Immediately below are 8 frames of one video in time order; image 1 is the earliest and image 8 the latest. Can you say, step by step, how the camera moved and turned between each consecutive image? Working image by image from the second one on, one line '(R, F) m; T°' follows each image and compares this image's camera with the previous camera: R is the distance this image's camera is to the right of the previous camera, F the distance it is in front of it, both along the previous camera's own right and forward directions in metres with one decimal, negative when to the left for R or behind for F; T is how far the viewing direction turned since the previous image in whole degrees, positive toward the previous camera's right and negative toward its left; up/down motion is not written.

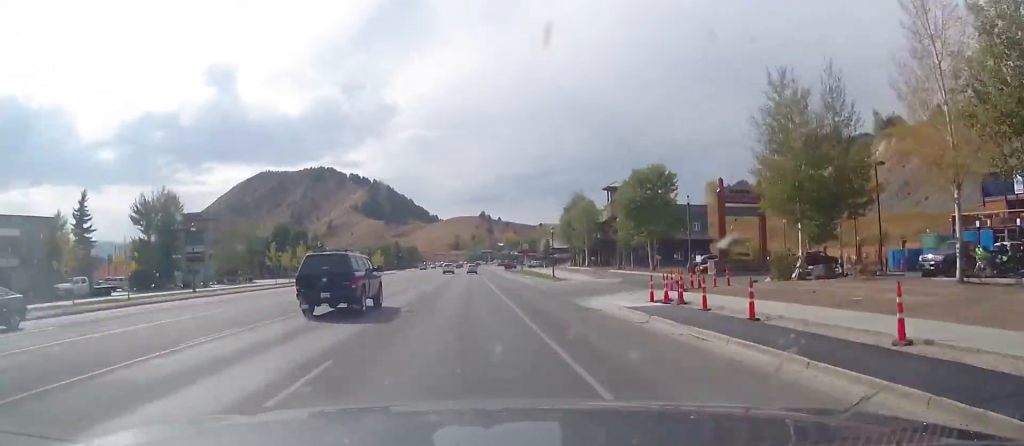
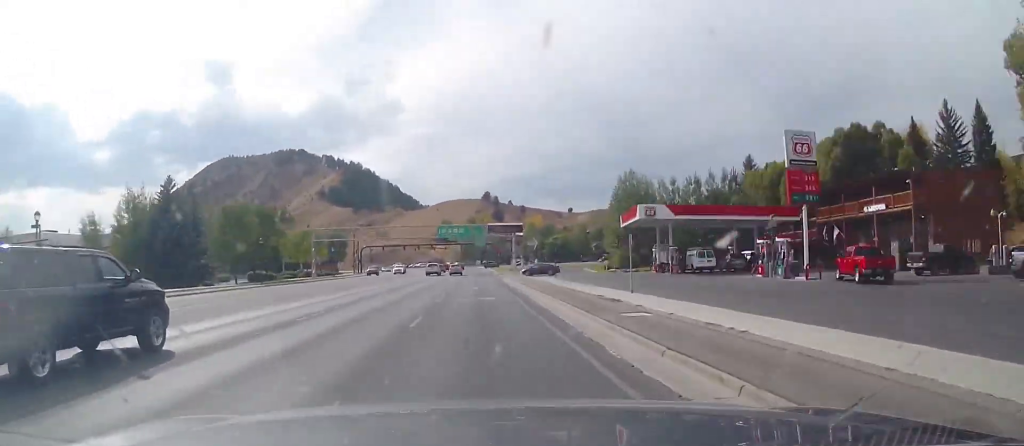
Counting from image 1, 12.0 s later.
(-0.3, +176.8) m; 0°
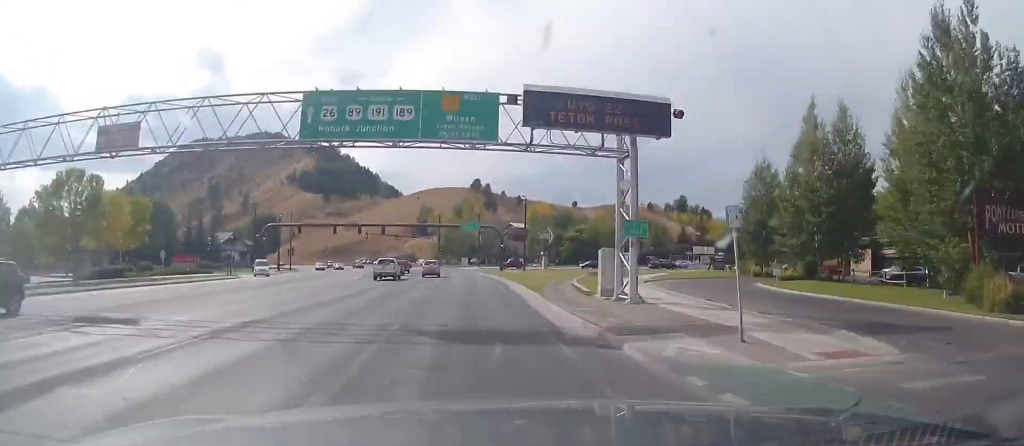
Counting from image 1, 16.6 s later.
(+0.2, +56.8) m; +12°
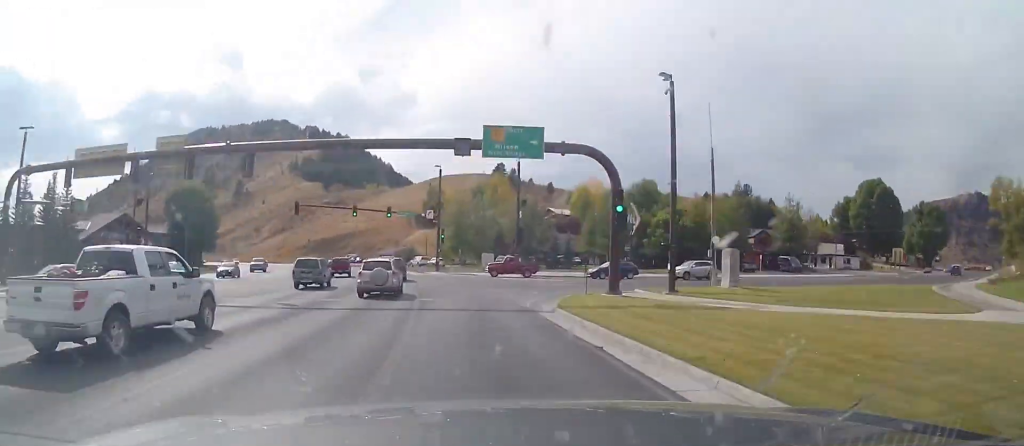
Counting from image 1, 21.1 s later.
(-11.6, +55.2) m; +16°
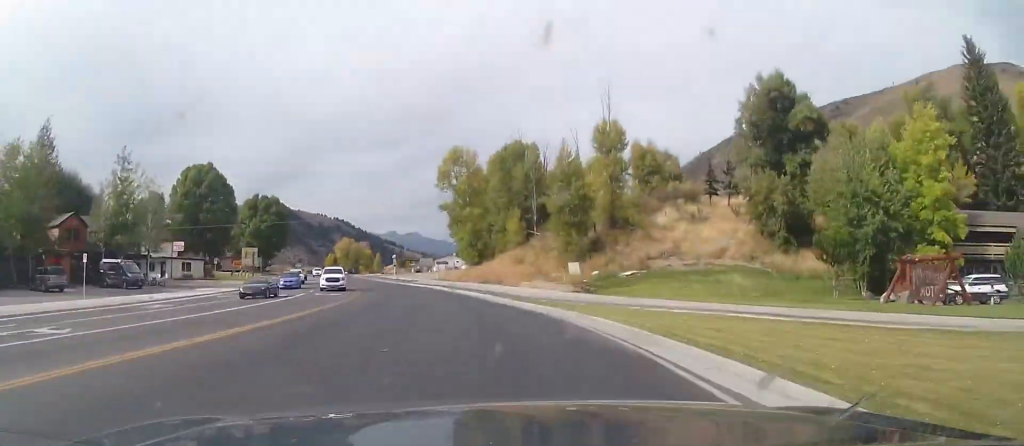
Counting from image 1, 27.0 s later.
(+34.2, +62.0) m; +22°
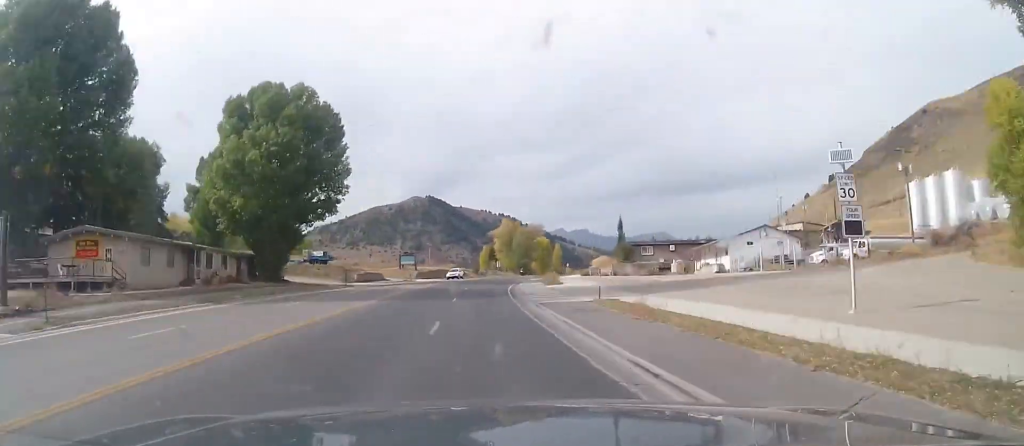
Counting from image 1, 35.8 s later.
(+18.5, +119.2) m; +15°
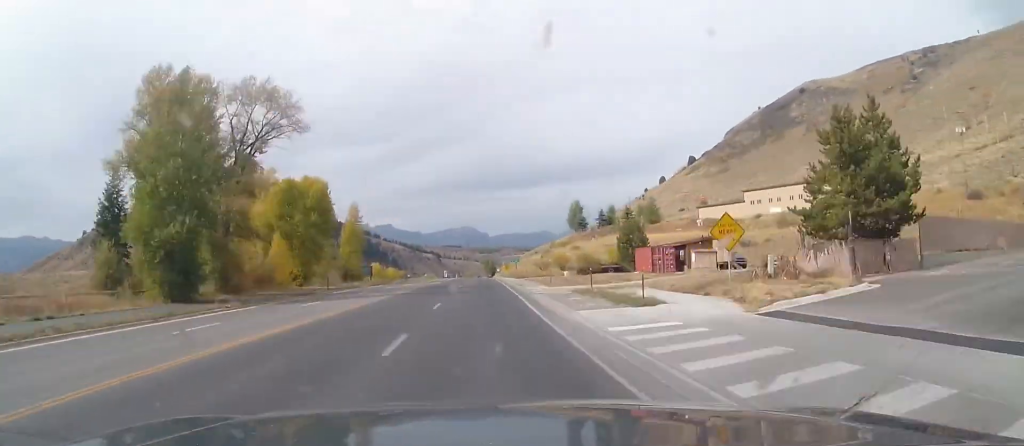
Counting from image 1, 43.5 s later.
(+12.7, +117.1) m; +7°
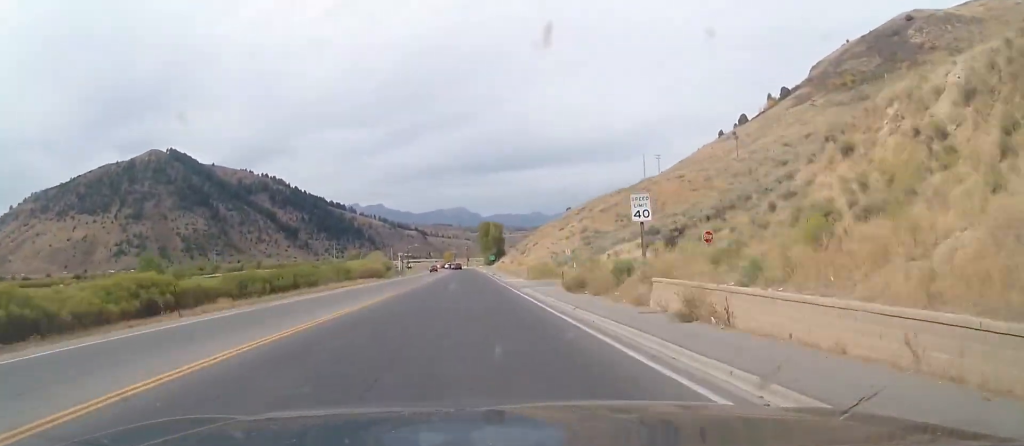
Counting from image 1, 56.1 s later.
(+5.6, +188.7) m; +1°
